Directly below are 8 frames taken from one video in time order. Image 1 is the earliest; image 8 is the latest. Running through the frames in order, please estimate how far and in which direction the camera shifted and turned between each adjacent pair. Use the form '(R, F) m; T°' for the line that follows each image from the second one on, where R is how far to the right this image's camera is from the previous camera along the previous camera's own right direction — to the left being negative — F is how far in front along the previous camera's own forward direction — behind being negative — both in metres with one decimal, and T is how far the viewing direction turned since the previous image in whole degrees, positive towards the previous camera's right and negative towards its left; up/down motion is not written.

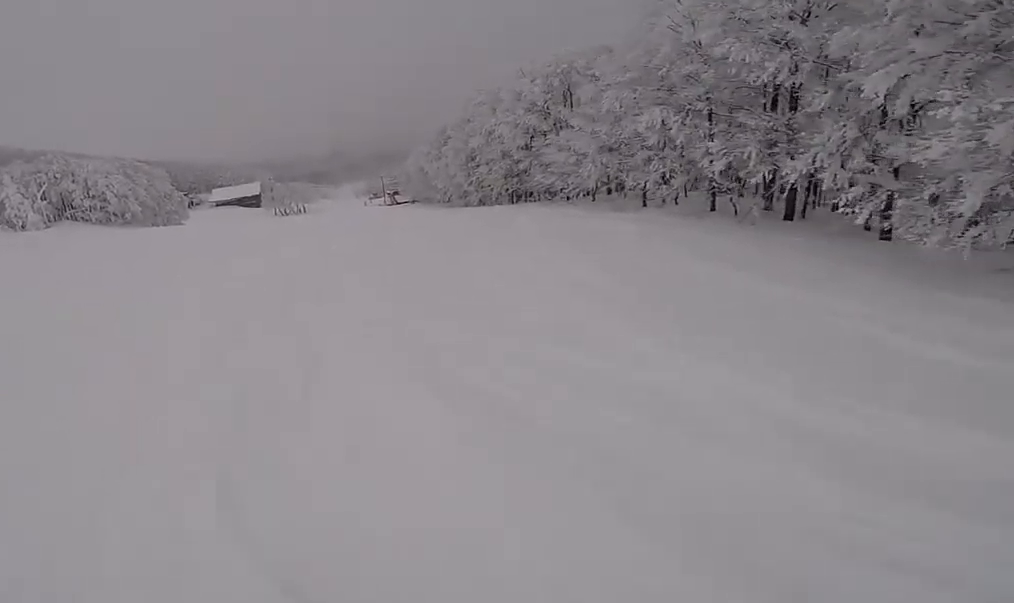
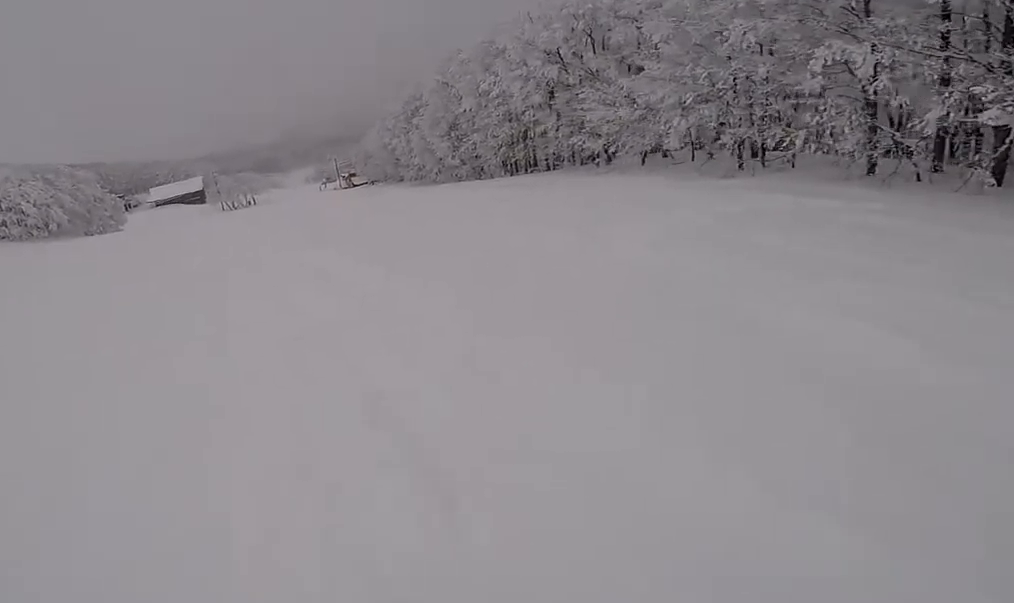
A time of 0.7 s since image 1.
(+0.3, +7.7) m; +6°
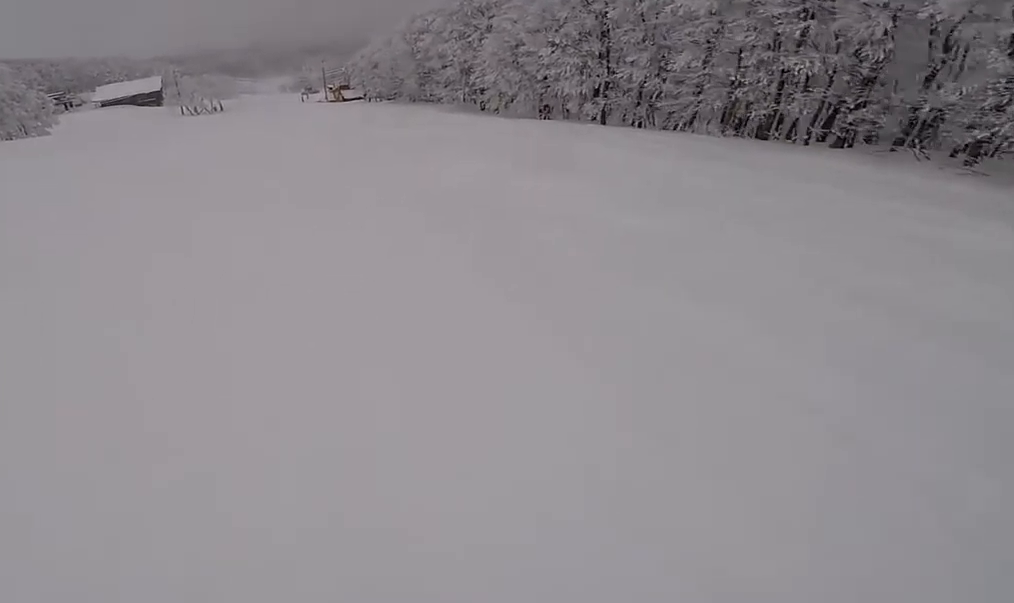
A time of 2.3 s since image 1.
(+0.1, +17.9) m; 0°
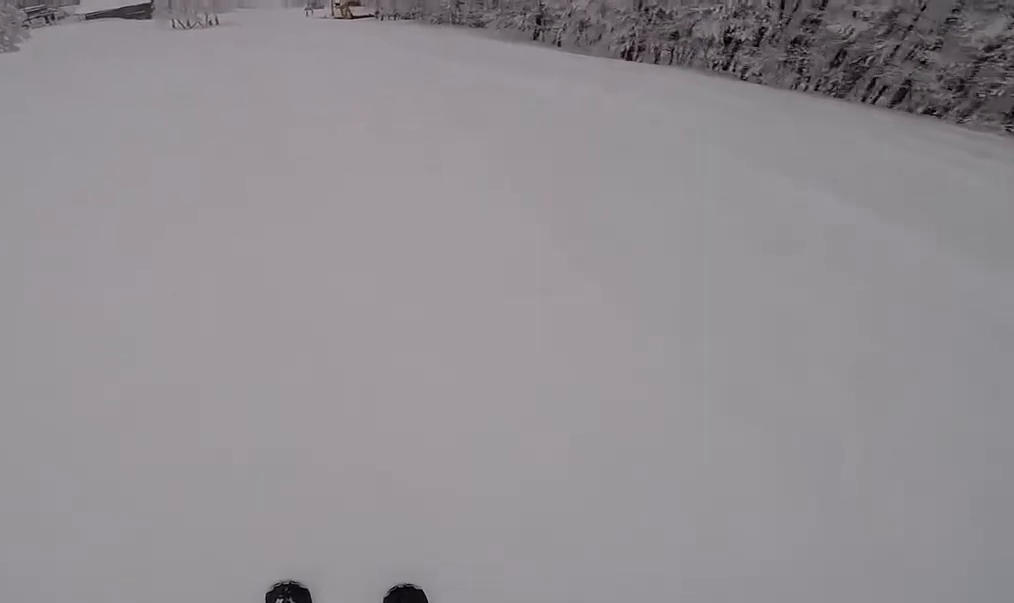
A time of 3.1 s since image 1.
(+0.2, +9.0) m; +2°
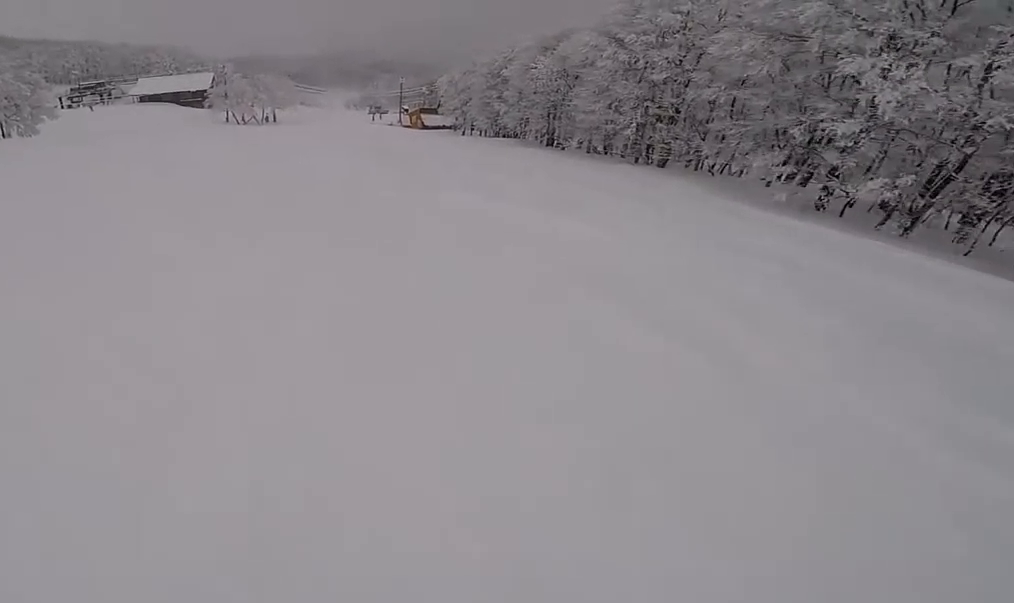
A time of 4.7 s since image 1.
(+0.7, +20.4) m; +5°
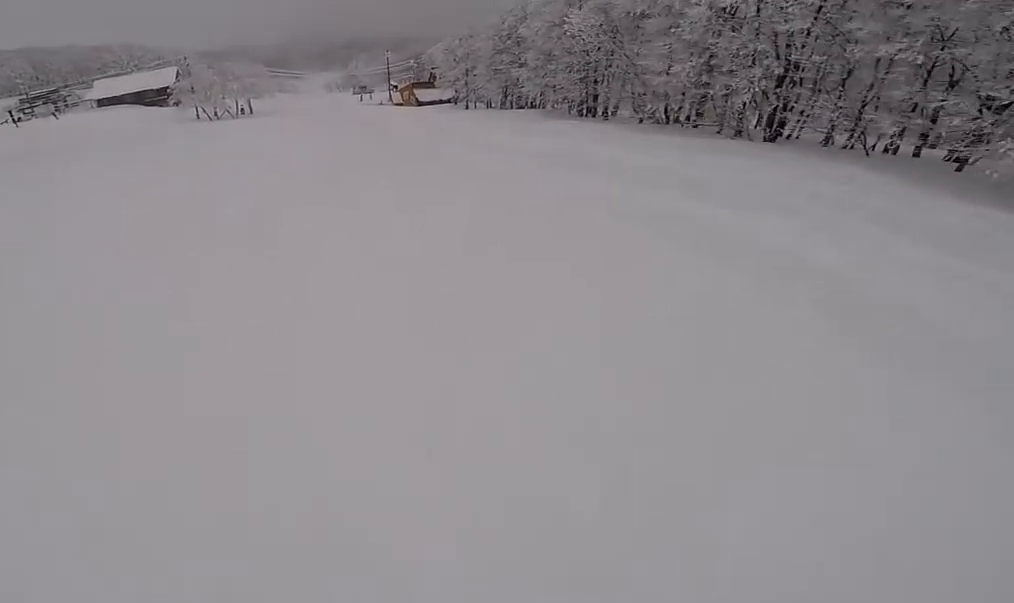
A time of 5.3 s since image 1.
(+0.7, +8.9) m; 0°
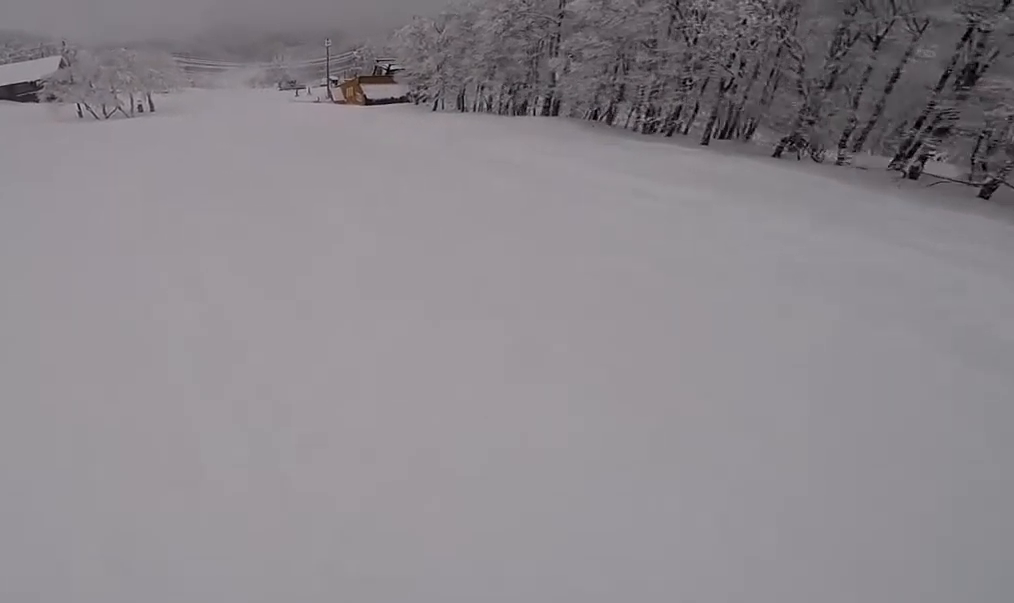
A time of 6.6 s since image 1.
(-0.9, +17.2) m; -8°
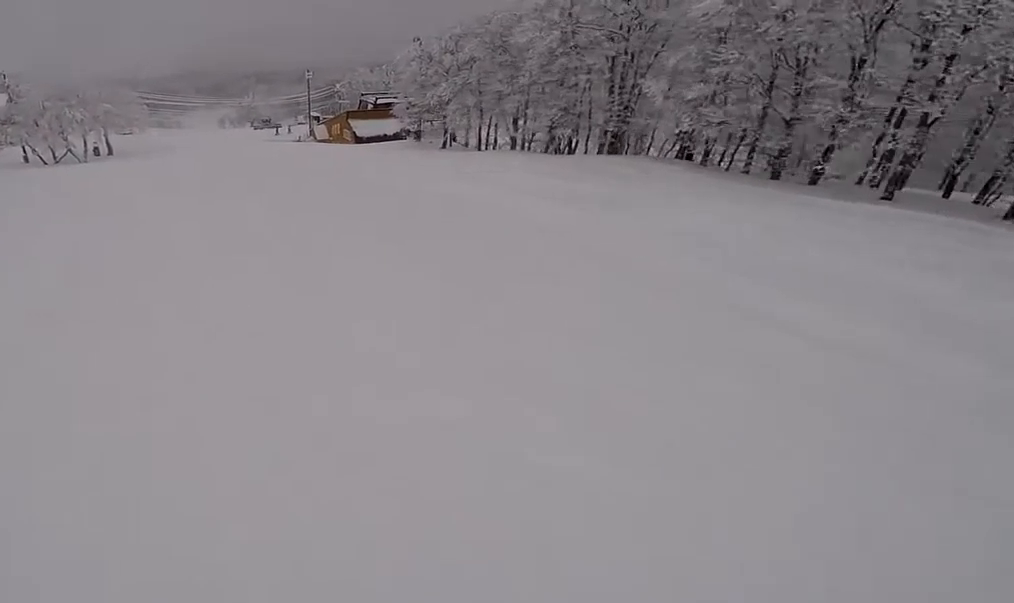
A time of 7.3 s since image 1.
(-0.5, +9.6) m; 0°
